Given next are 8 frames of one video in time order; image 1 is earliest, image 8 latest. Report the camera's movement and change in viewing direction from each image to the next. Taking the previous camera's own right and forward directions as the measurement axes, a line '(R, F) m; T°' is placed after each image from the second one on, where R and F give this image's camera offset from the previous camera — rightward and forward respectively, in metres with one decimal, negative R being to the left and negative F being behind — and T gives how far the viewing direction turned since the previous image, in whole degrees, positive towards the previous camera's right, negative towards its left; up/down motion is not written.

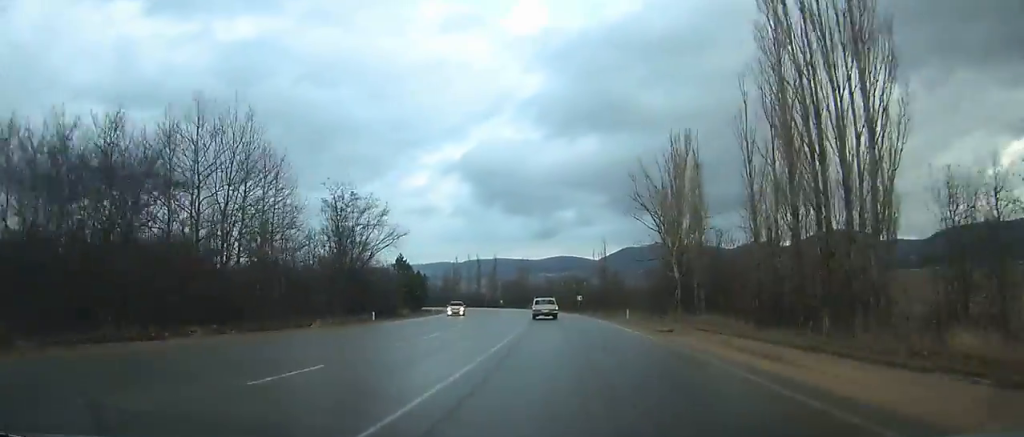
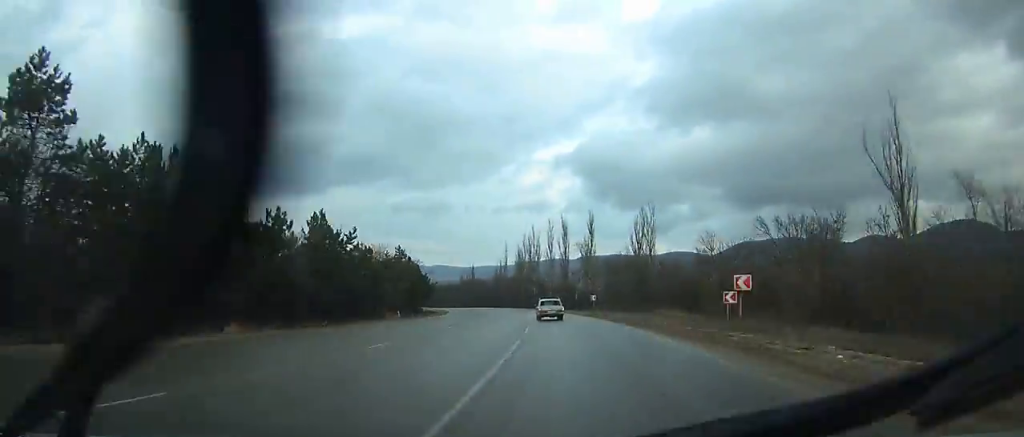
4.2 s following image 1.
(-7.5, +89.7) m; -11°
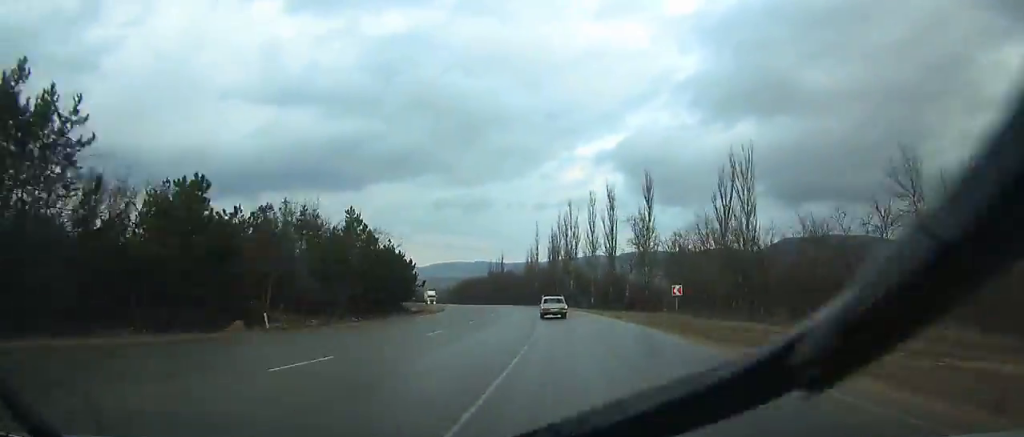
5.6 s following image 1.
(-1.4, +29.9) m; -4°
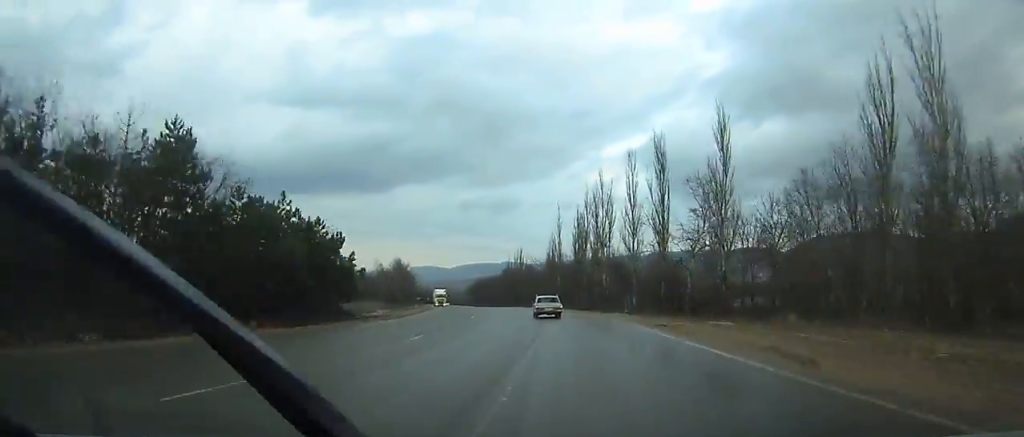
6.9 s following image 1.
(-0.5, +27.8) m; -4°
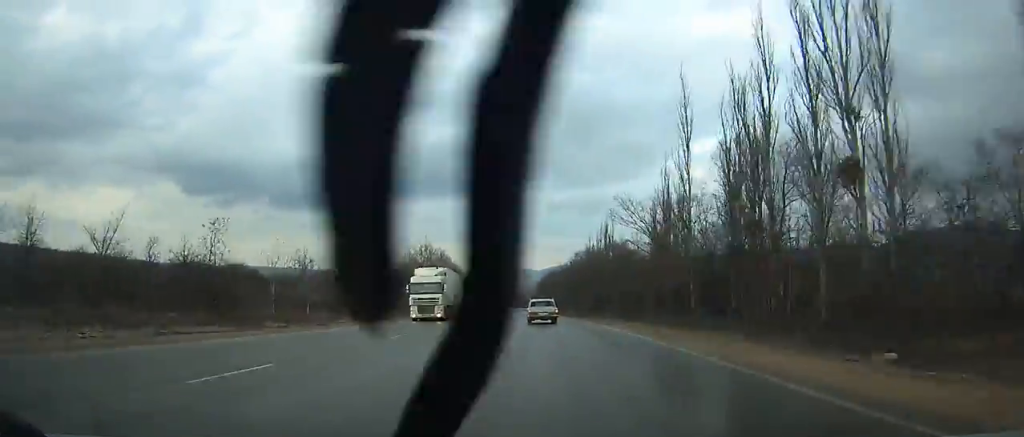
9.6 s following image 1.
(-4.6, +57.8) m; -7°
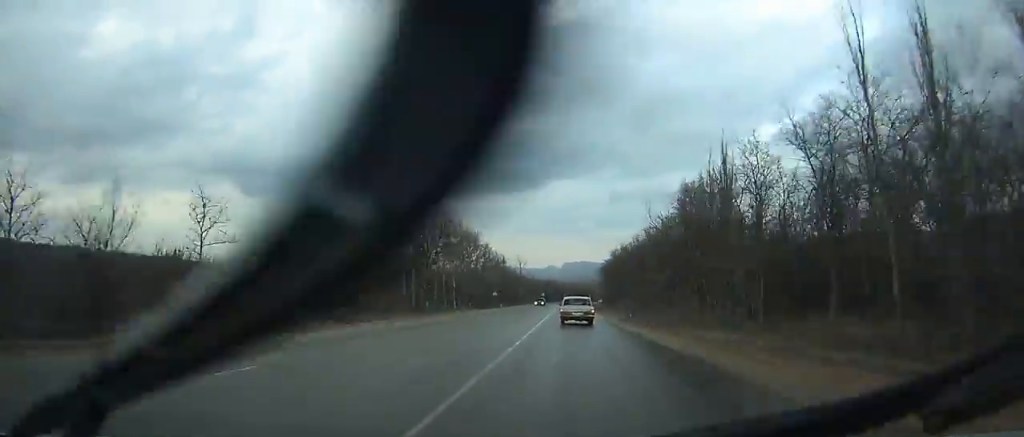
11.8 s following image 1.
(-2.1, +47.7) m; -3°
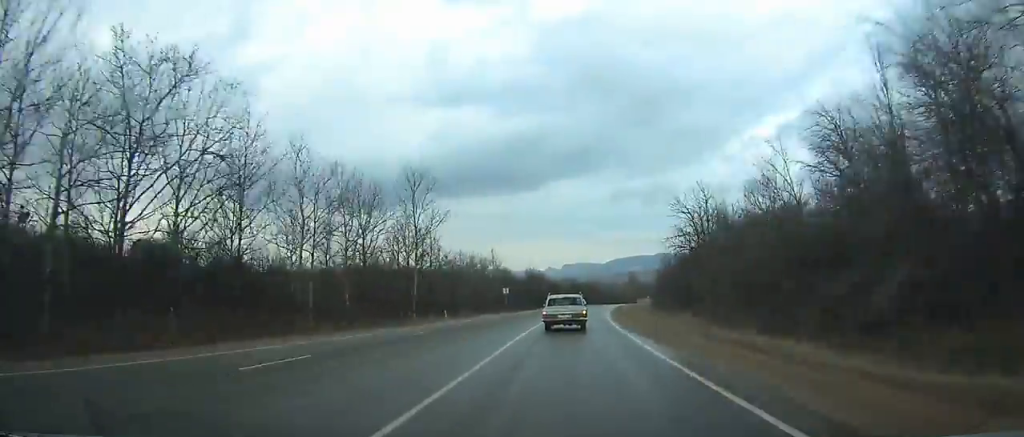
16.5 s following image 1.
(-2.1, +103.1) m; 0°
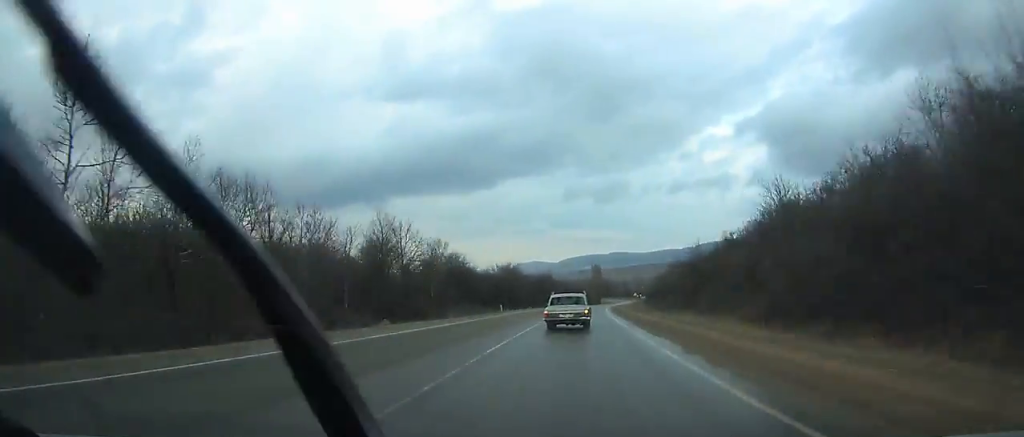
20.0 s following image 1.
(+2.6, +77.7) m; +4°
